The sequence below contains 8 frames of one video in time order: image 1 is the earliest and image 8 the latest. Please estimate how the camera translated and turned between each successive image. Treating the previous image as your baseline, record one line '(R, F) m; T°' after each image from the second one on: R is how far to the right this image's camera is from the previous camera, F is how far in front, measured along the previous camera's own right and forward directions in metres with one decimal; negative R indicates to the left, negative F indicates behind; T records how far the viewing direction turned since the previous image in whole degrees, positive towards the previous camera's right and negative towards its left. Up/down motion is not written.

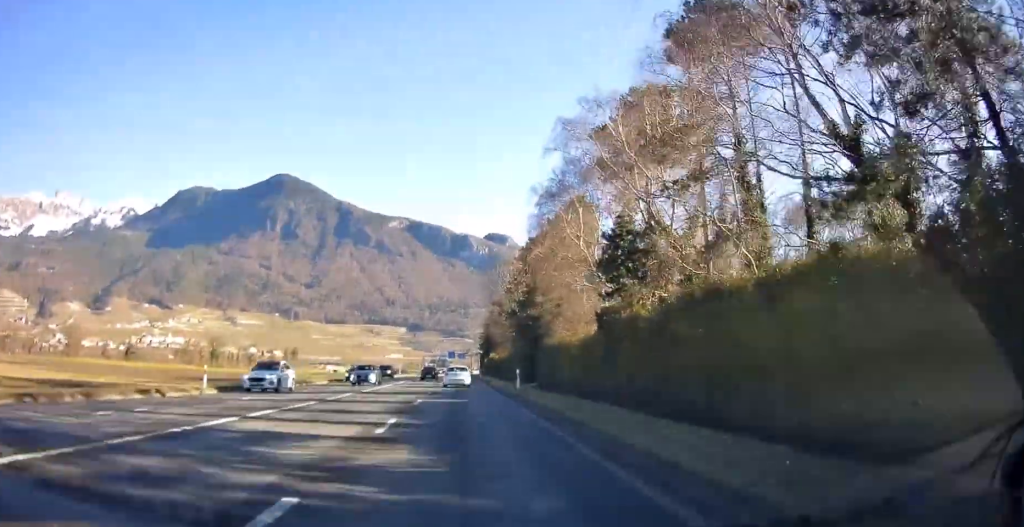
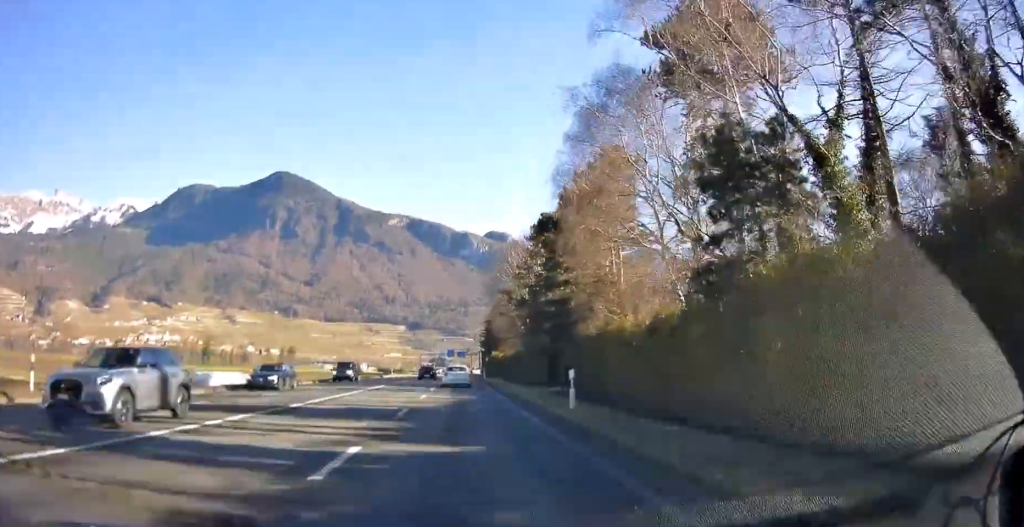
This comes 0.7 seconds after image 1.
(+0.4, +13.9) m; 0°
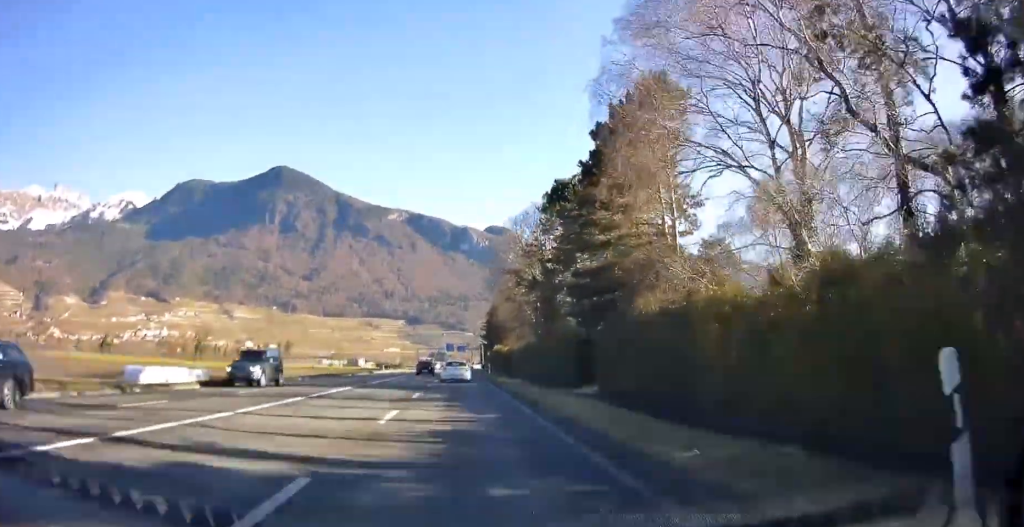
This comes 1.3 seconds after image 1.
(+0.1, +11.3) m; 0°
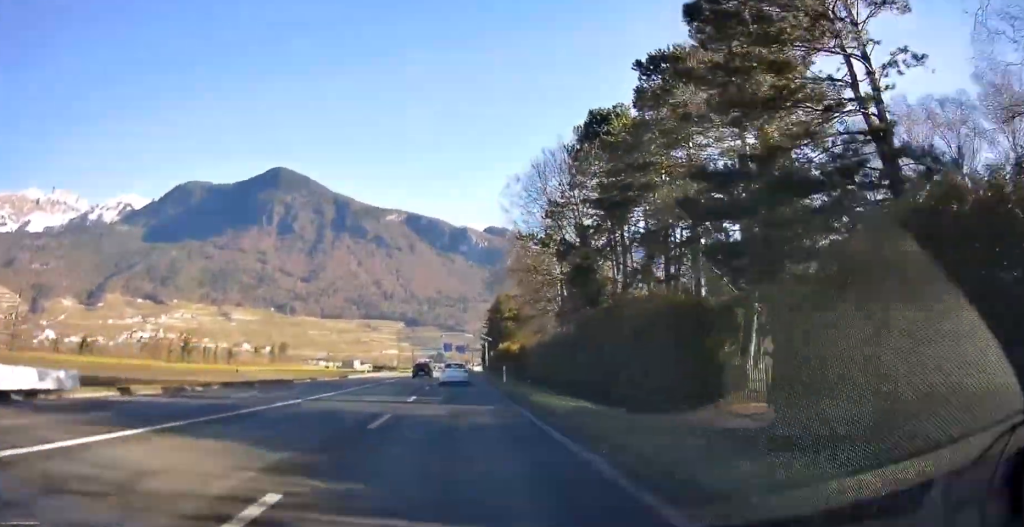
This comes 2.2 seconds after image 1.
(-0.3, +18.8) m; 0°
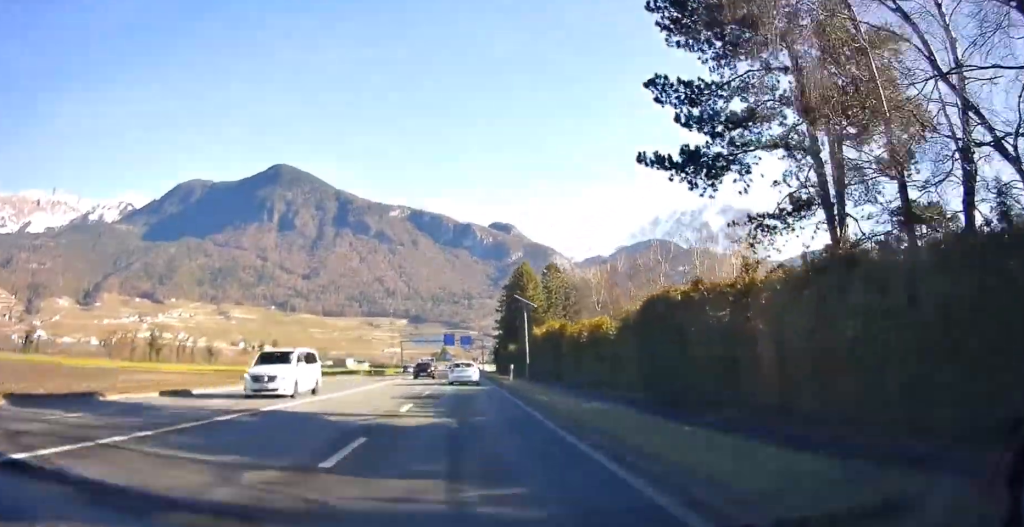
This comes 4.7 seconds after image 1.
(-0.1, +48.5) m; 0°
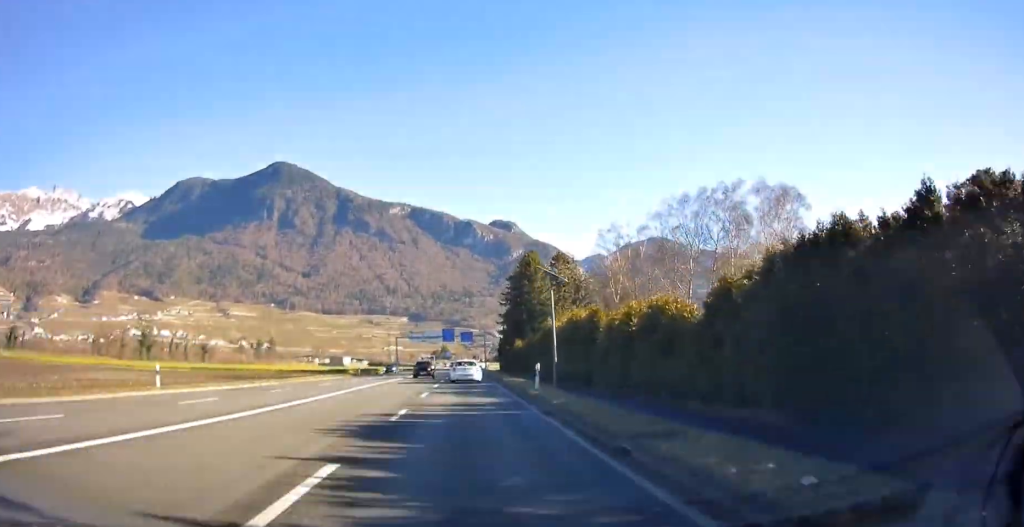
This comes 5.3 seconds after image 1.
(+0.1, +11.9) m; 0°
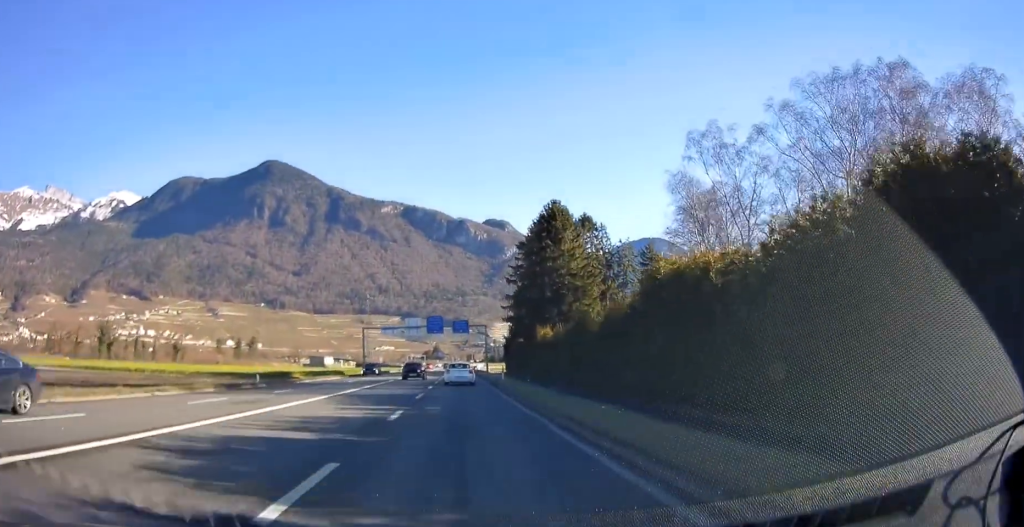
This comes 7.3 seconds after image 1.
(-0.1, +35.6) m; 0°
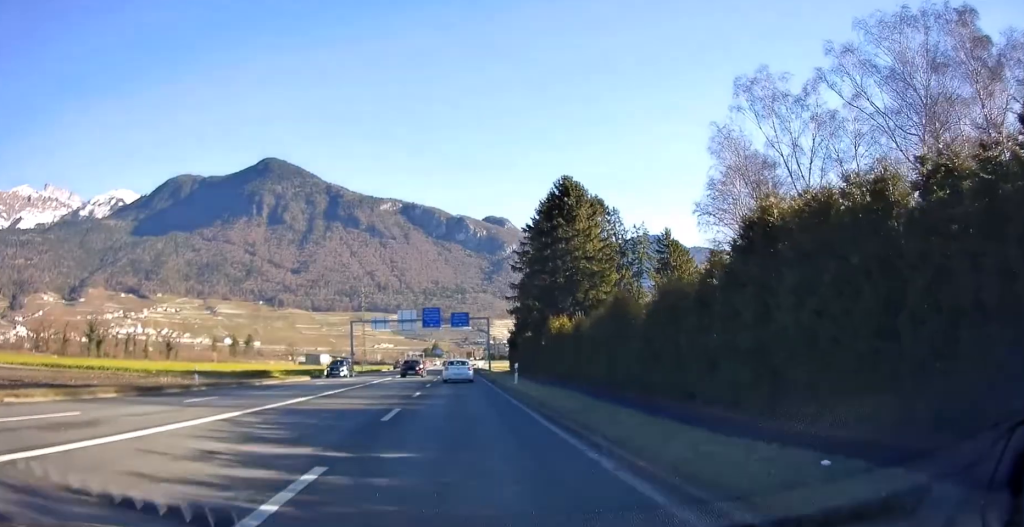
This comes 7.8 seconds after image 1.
(0.0, +9.1) m; 0°
